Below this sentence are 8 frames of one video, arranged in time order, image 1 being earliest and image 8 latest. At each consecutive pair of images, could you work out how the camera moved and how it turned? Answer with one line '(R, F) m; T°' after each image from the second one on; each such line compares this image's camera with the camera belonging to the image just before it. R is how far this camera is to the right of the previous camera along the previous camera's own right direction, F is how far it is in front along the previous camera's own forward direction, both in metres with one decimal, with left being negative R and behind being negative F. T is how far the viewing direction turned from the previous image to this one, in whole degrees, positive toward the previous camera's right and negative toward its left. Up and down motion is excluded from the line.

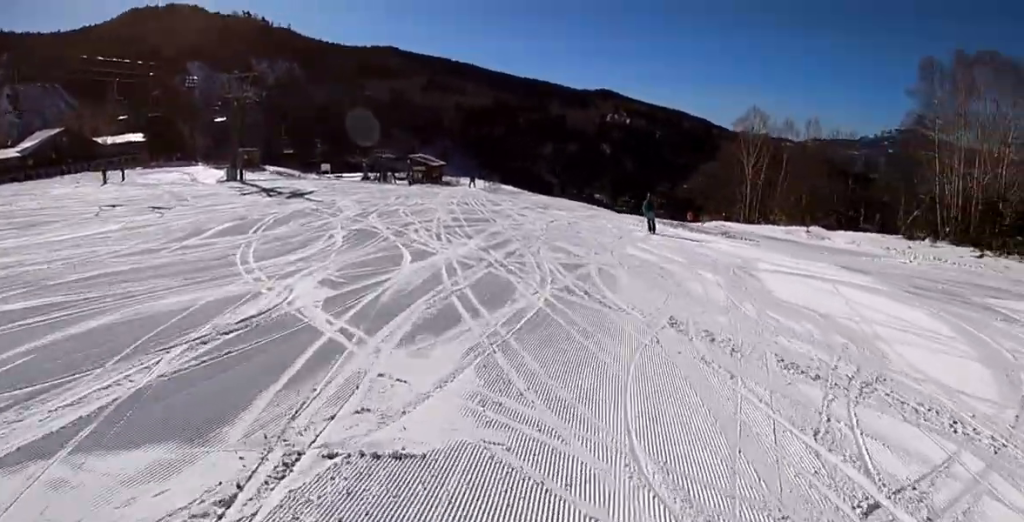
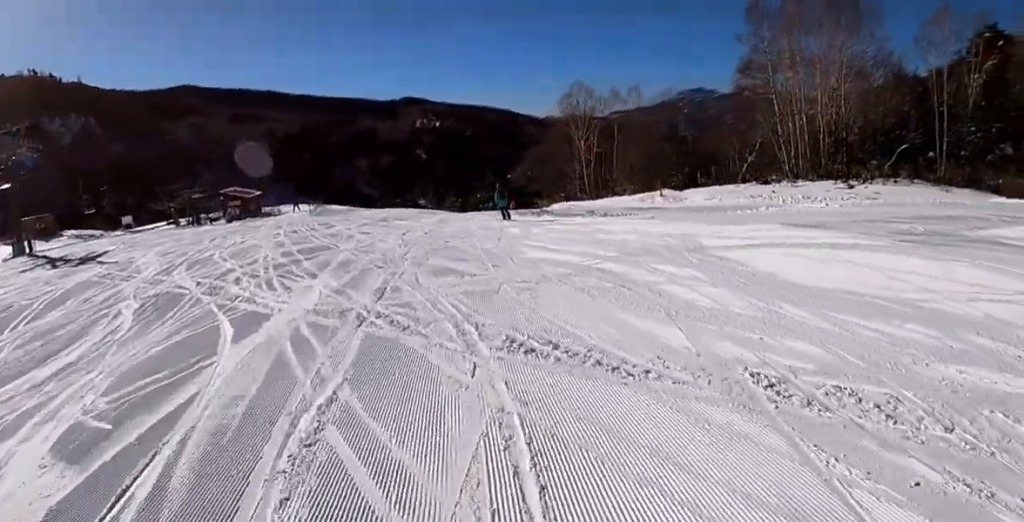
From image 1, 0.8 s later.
(+1.3, +4.5) m; +10°
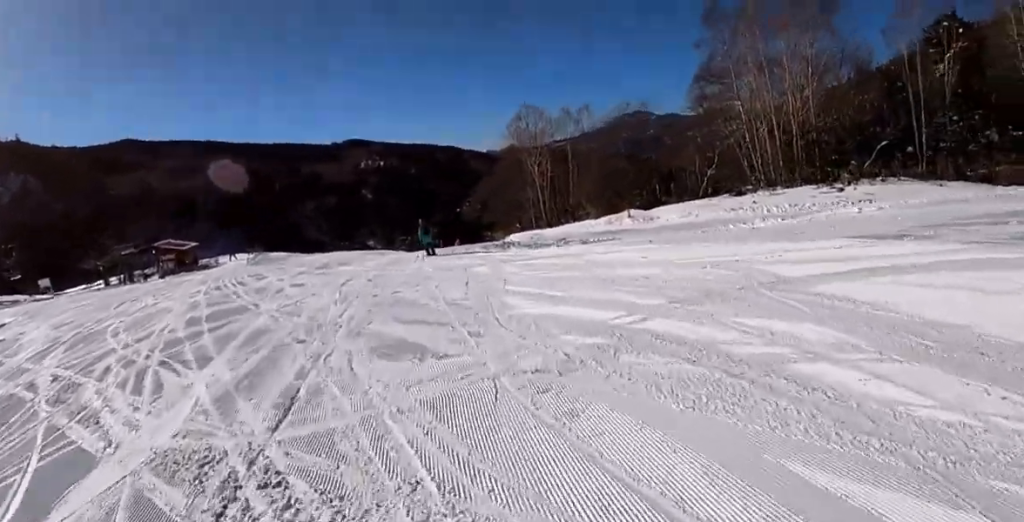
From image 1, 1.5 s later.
(-0.5, +4.1) m; -2°
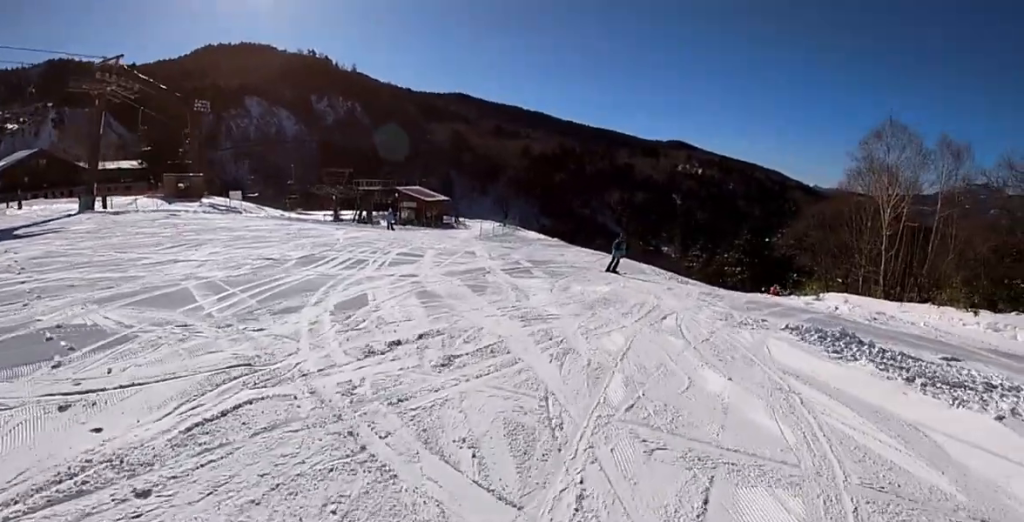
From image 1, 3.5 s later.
(-0.7, +12.5) m; -10°
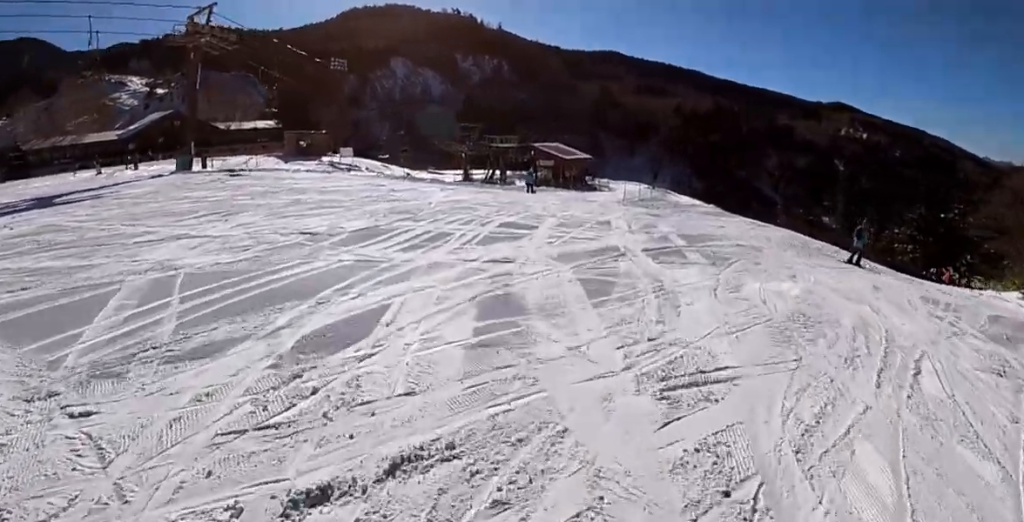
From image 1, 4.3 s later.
(-0.2, +4.7) m; -1°
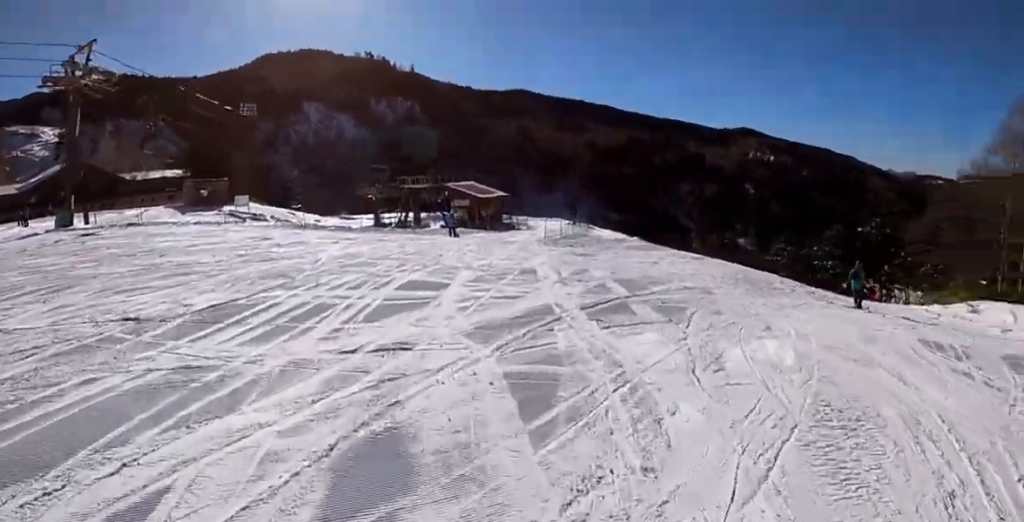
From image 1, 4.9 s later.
(0.0, +2.9) m; +2°
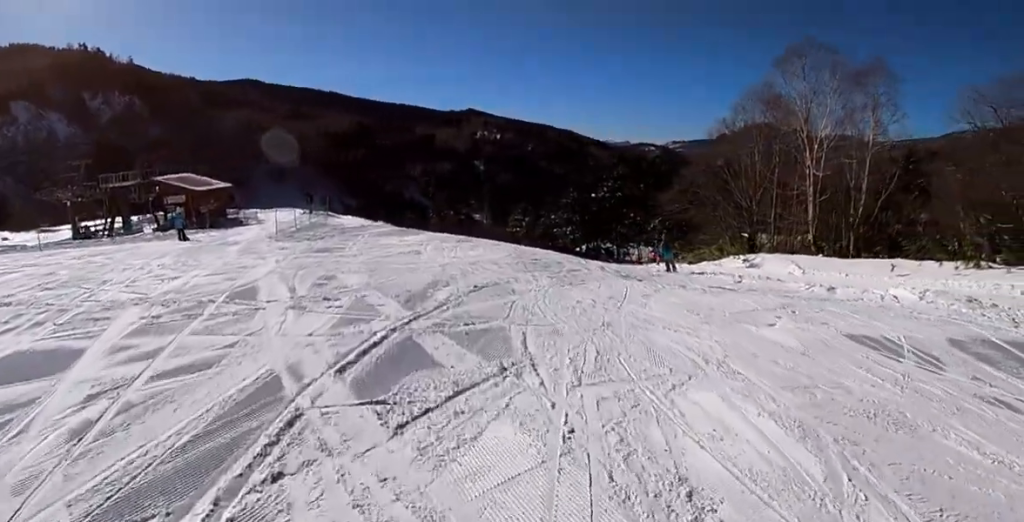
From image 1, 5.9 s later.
(+0.2, +5.0) m; +12°
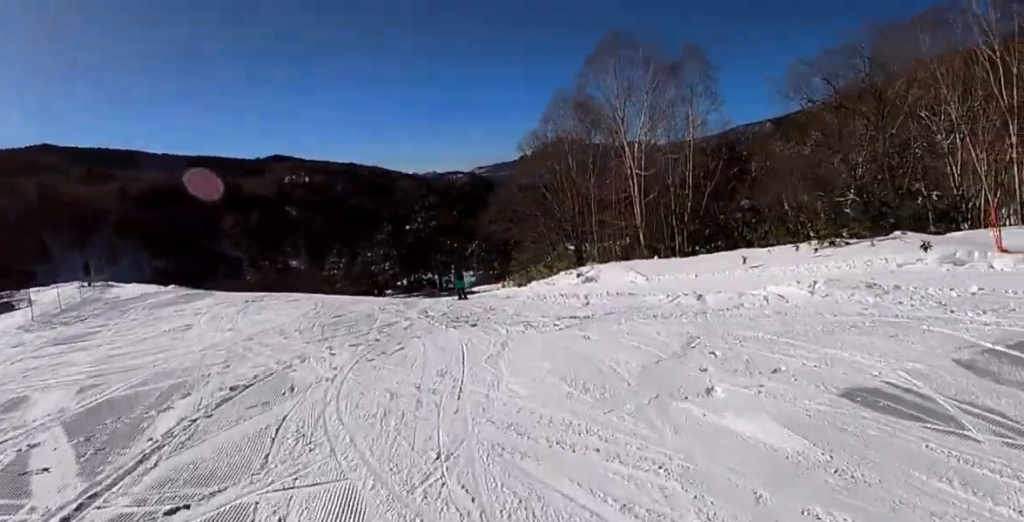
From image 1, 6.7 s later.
(+0.5, +4.2) m; +13°
